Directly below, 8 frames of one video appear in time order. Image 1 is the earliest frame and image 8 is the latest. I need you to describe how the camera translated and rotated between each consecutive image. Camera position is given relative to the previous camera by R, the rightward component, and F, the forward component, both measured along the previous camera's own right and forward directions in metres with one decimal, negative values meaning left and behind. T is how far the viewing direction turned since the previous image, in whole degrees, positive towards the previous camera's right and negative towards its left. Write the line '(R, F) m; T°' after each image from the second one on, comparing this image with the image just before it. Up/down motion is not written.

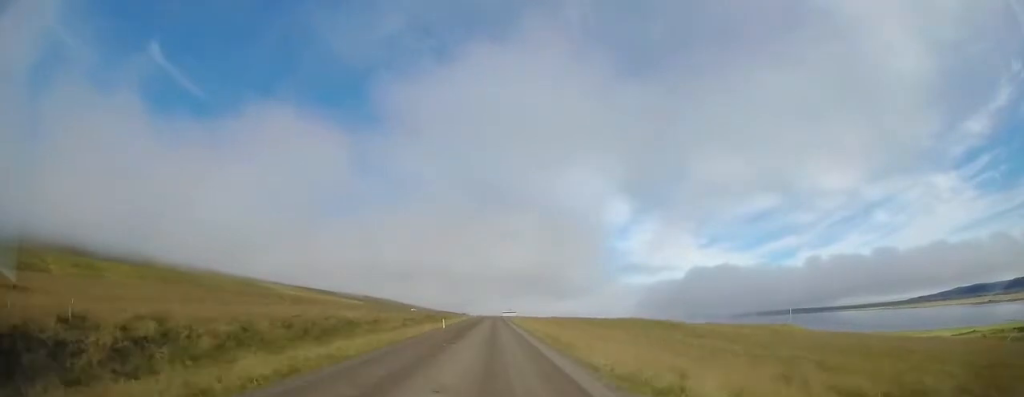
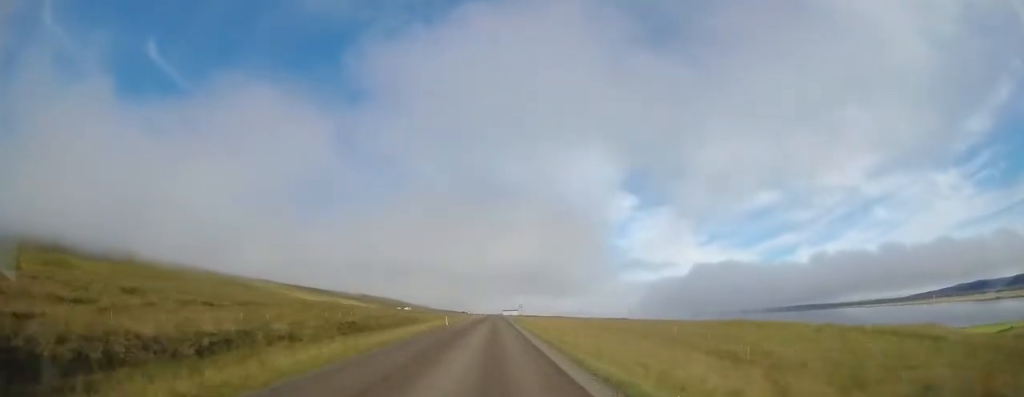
(-0.9, +48.1) m; 0°
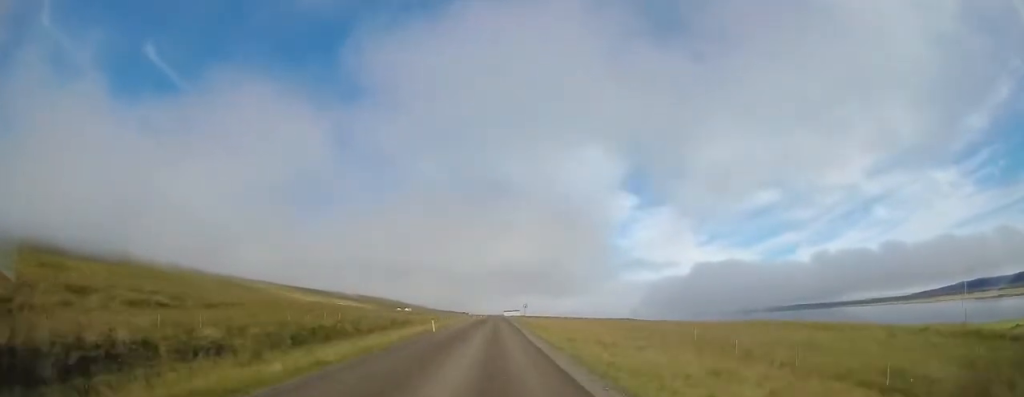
(+0.3, +8.3) m; 0°
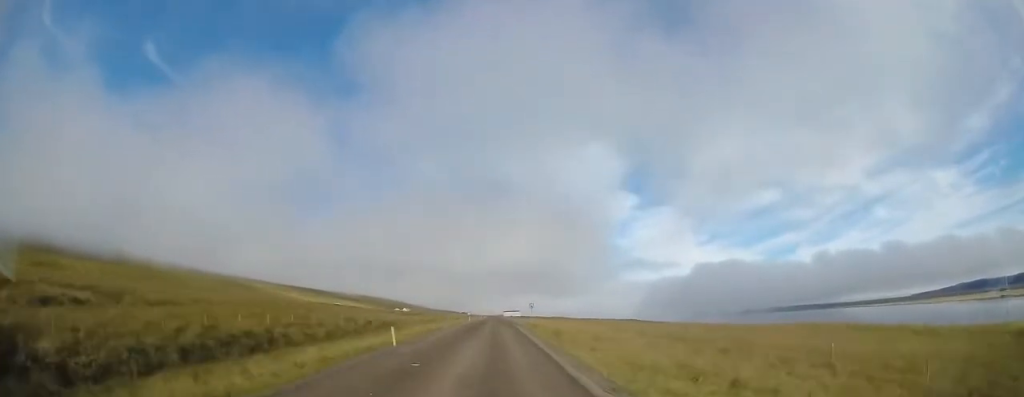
(+0.3, +11.1) m; 0°
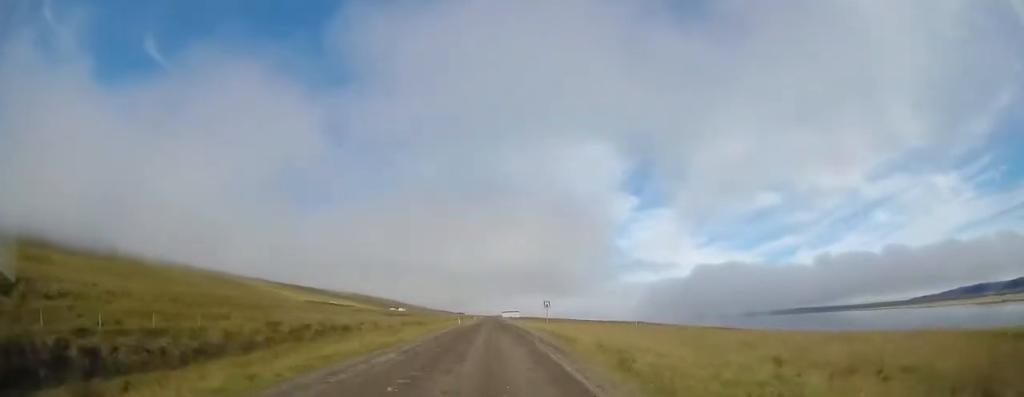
(-0.5, +15.8) m; 0°
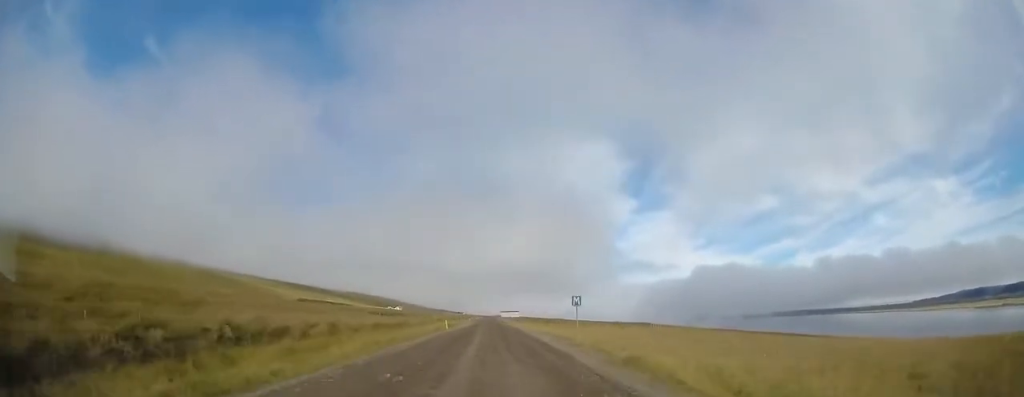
(+0.1, +12.4) m; 0°
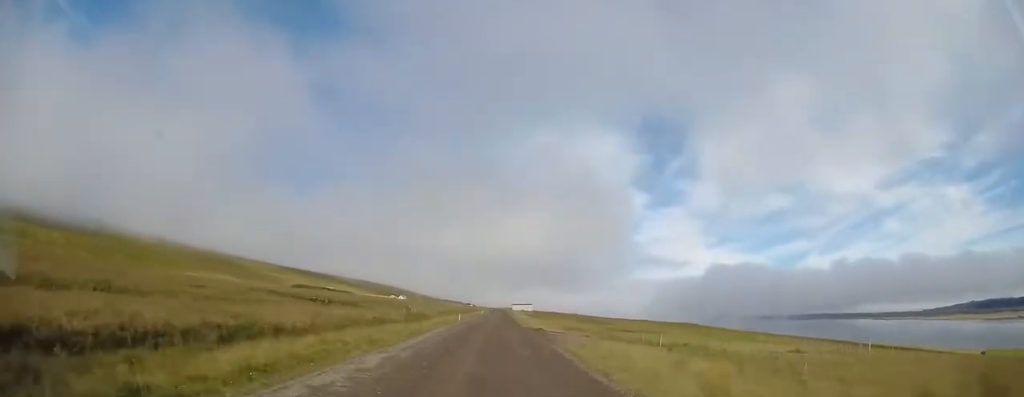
(+0.3, +45.8) m; 0°
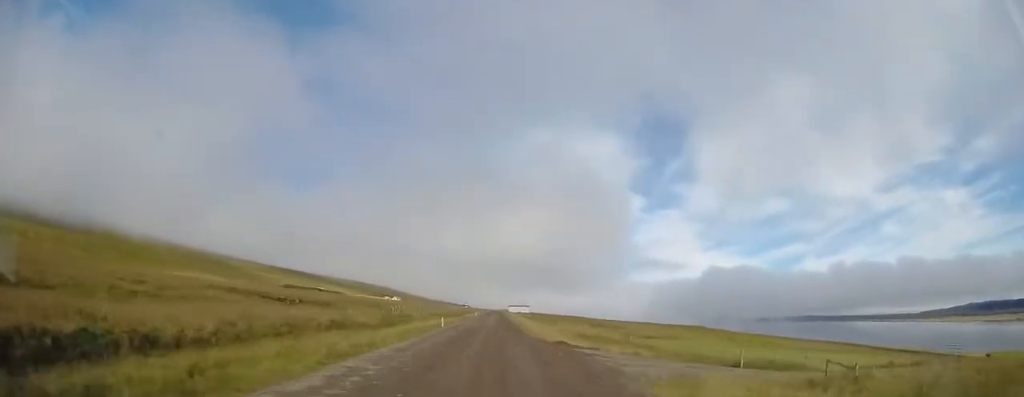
(0.0, +10.7) m; 0°
